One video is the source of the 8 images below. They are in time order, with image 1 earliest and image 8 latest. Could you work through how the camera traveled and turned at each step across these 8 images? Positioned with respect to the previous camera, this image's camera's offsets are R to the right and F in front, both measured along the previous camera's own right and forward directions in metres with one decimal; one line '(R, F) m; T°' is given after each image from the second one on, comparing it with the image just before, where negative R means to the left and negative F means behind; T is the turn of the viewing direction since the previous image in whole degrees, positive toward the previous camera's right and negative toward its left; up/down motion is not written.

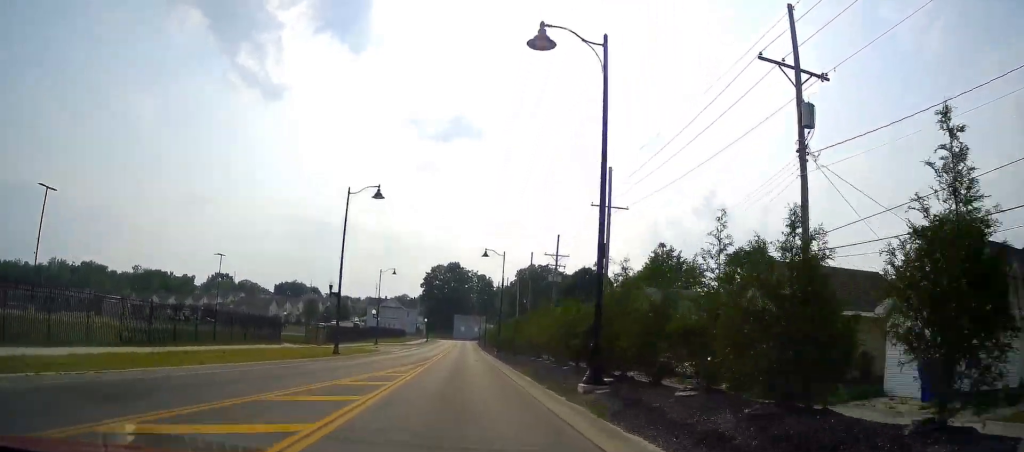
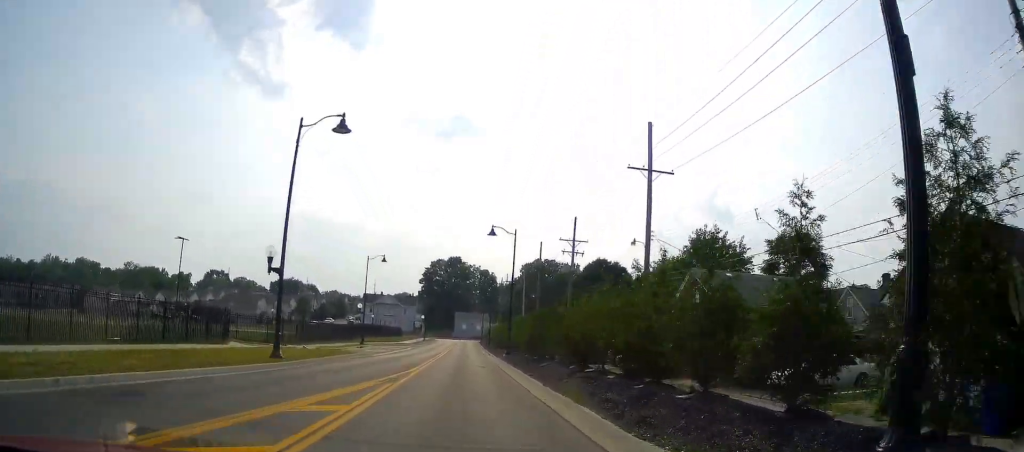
(0.0, +11.4) m; -1°
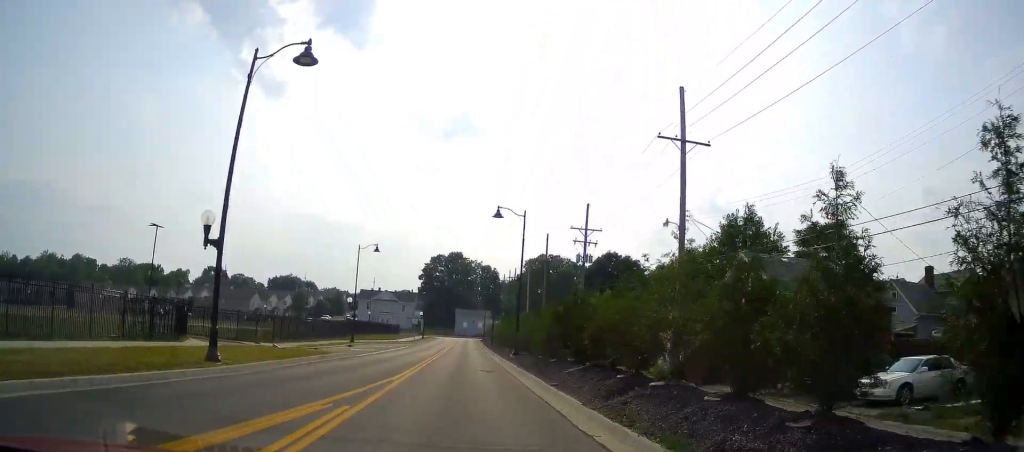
(+0.1, +6.3) m; -1°
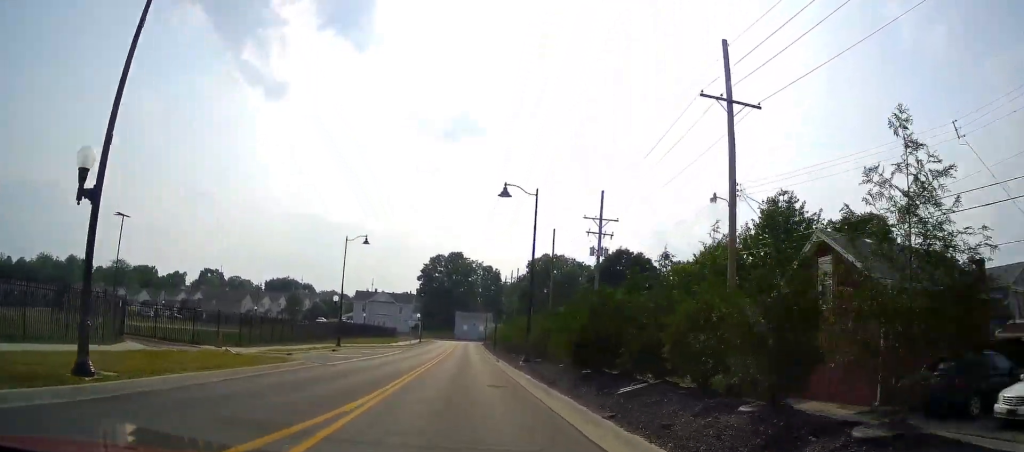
(-0.2, +6.6) m; -1°
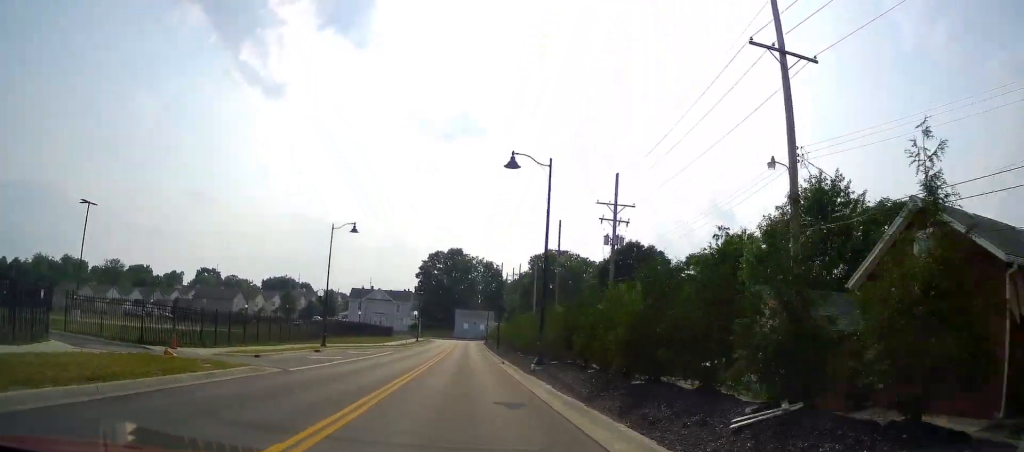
(-0.1, +5.7) m; -1°
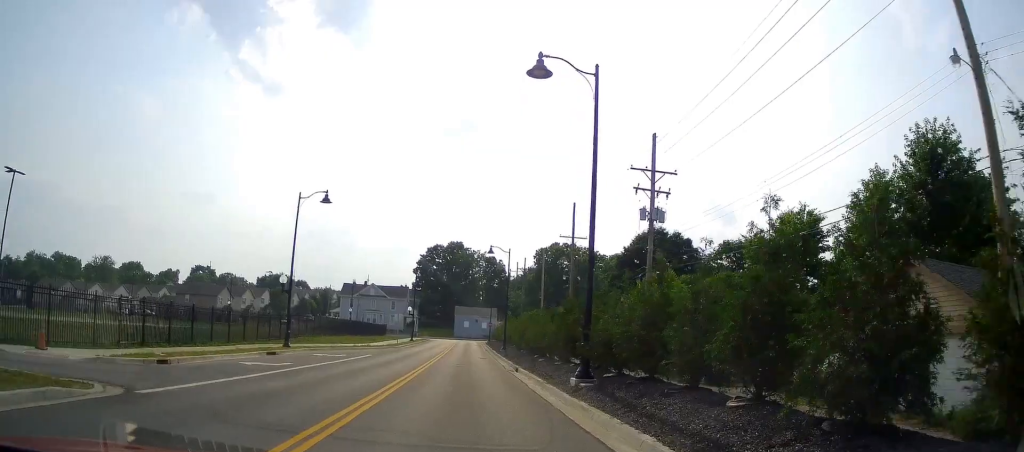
(-0.1, +9.9) m; 0°
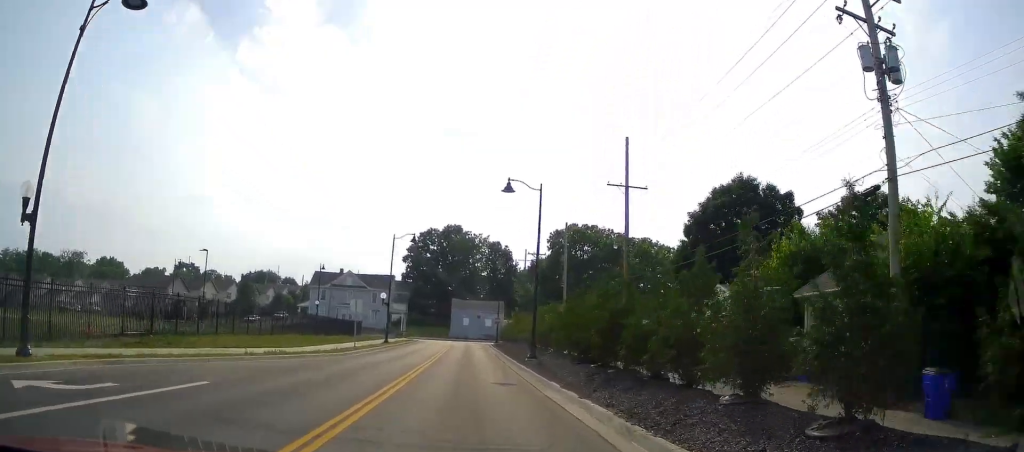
(+0.6, +23.9) m; +2°
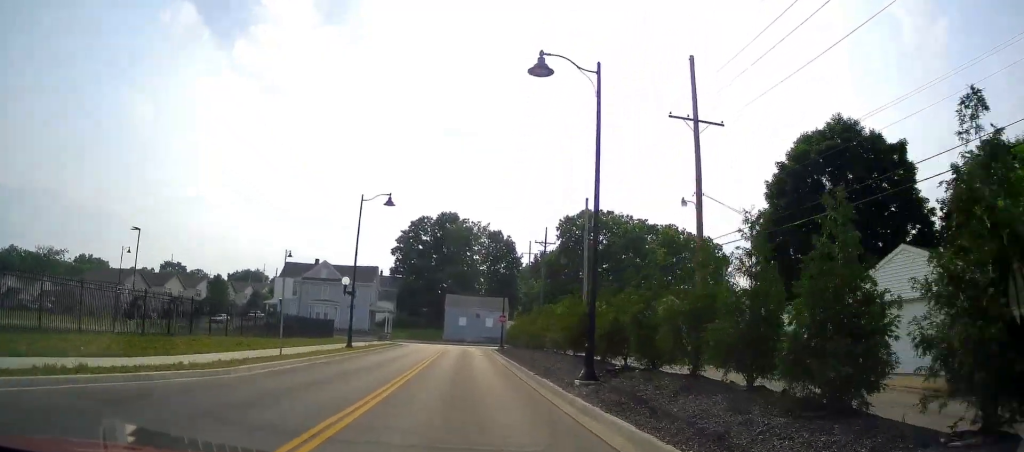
(-0.2, +15.0) m; -2°
